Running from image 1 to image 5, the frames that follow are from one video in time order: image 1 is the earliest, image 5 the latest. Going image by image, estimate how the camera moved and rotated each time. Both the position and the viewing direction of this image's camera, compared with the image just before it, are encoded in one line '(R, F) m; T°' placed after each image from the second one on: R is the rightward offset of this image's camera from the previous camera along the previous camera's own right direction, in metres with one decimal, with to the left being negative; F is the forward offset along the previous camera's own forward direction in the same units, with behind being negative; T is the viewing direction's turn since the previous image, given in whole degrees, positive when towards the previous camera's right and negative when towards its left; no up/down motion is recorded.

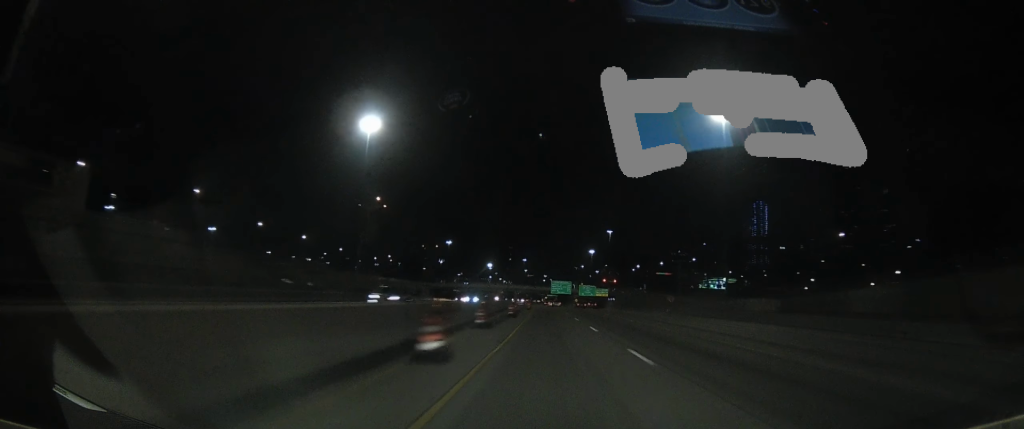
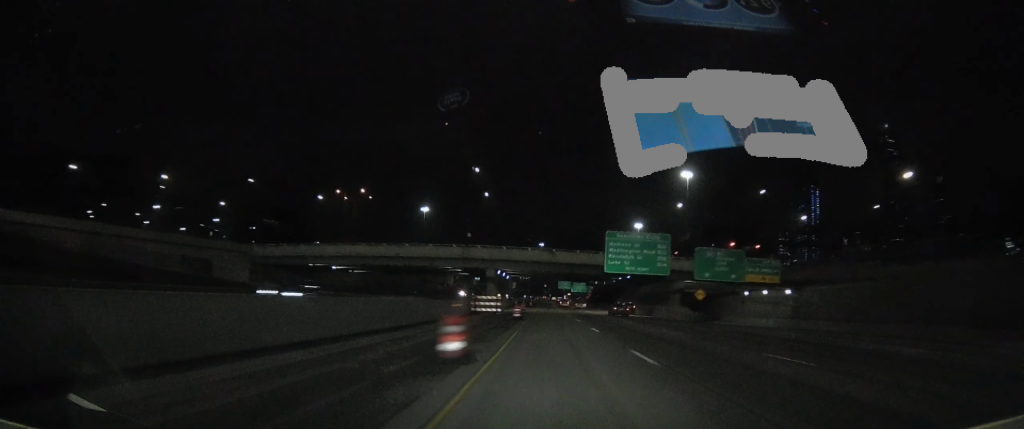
(-2.7, +147.2) m; -3°
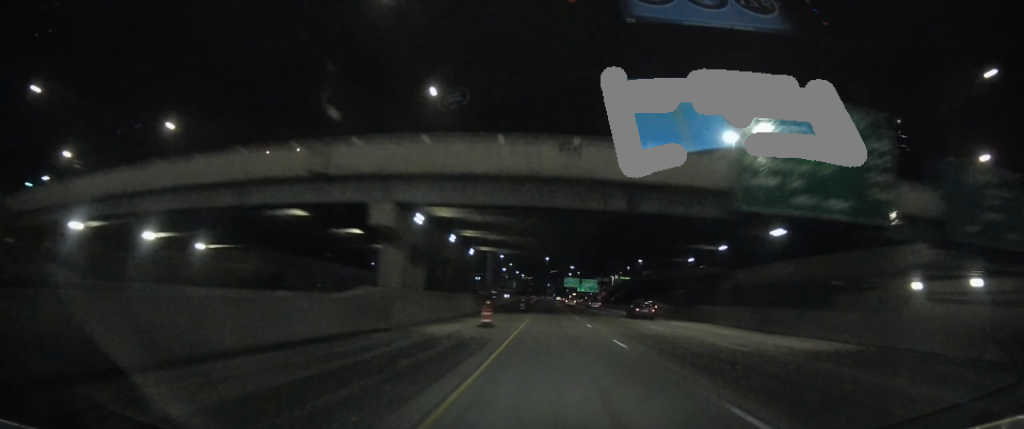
(-0.5, +44.6) m; 0°
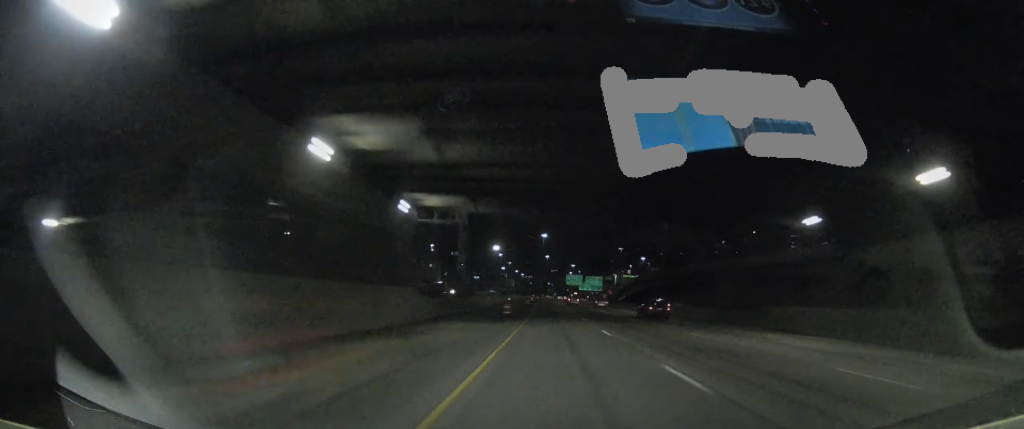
(-0.1, +20.0) m; 0°
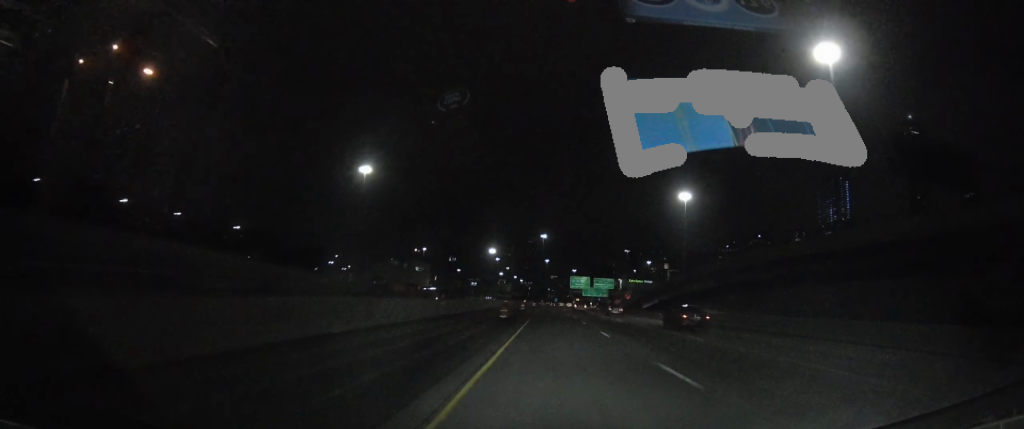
(+0.5, +35.6) m; 0°
